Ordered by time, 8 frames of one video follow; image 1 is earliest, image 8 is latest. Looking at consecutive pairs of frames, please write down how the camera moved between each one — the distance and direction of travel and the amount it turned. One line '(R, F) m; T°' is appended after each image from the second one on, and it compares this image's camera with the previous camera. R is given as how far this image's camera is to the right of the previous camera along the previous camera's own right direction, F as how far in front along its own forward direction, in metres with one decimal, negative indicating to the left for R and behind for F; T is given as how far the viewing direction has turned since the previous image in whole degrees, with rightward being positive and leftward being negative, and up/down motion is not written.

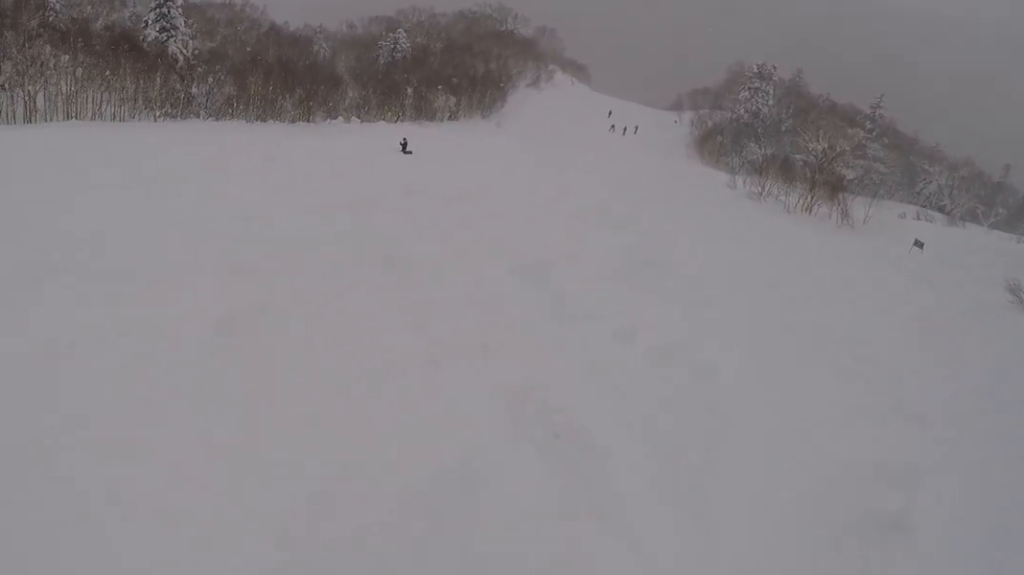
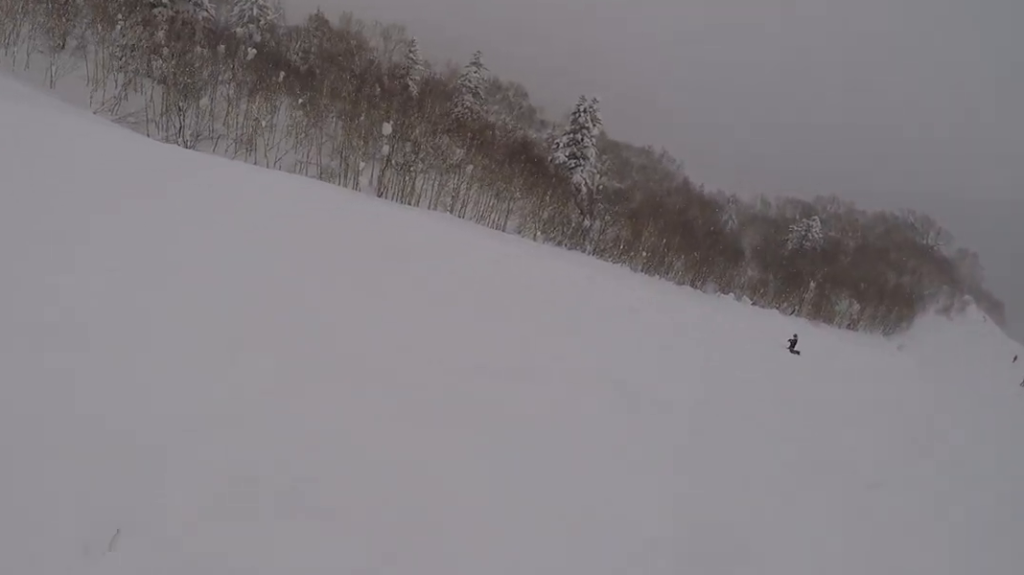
(-1.6, +4.5) m; -18°
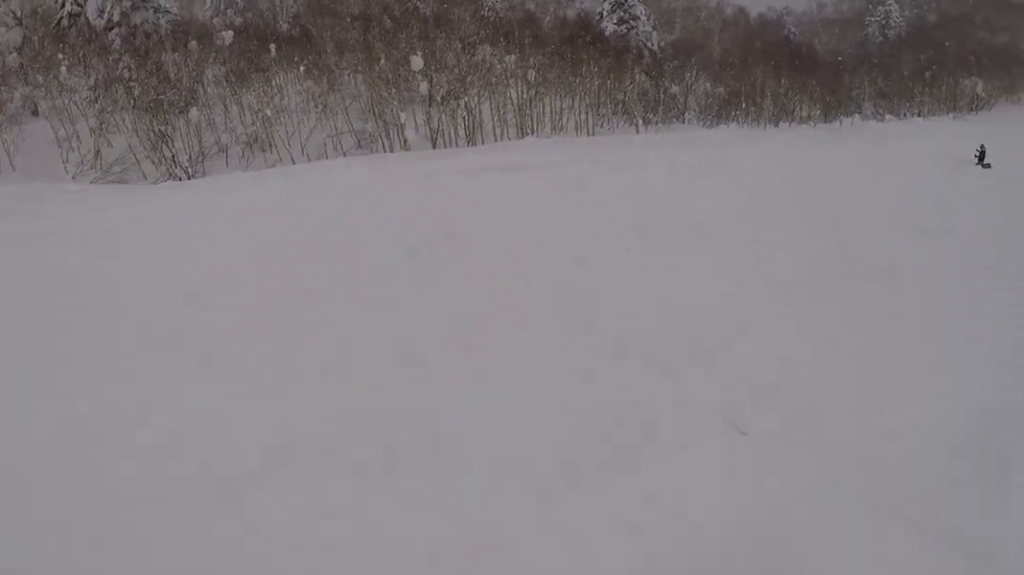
(+0.8, +8.7) m; +19°
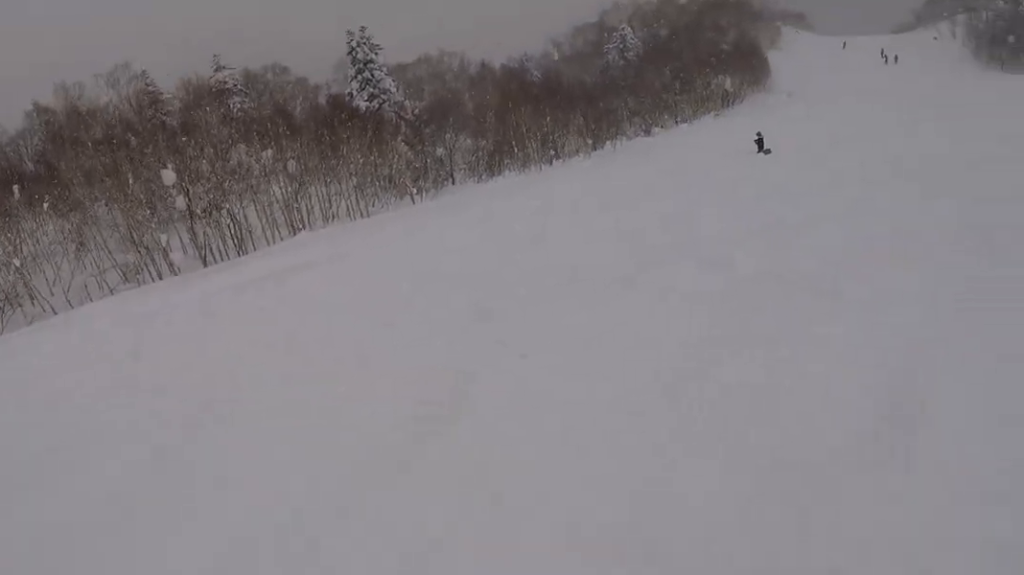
(-0.1, +2.8) m; +14°
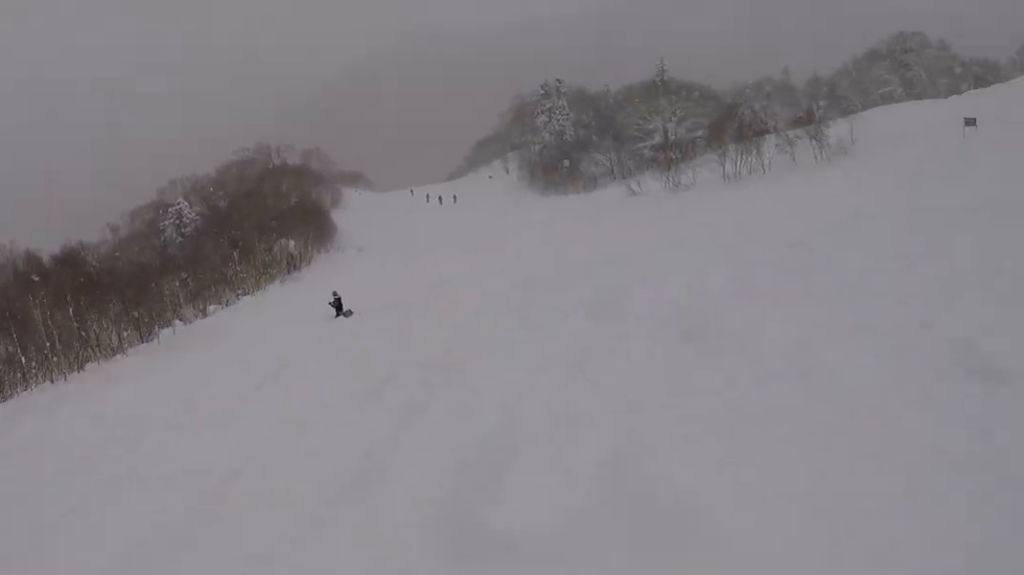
(+2.9, +6.3) m; +50°
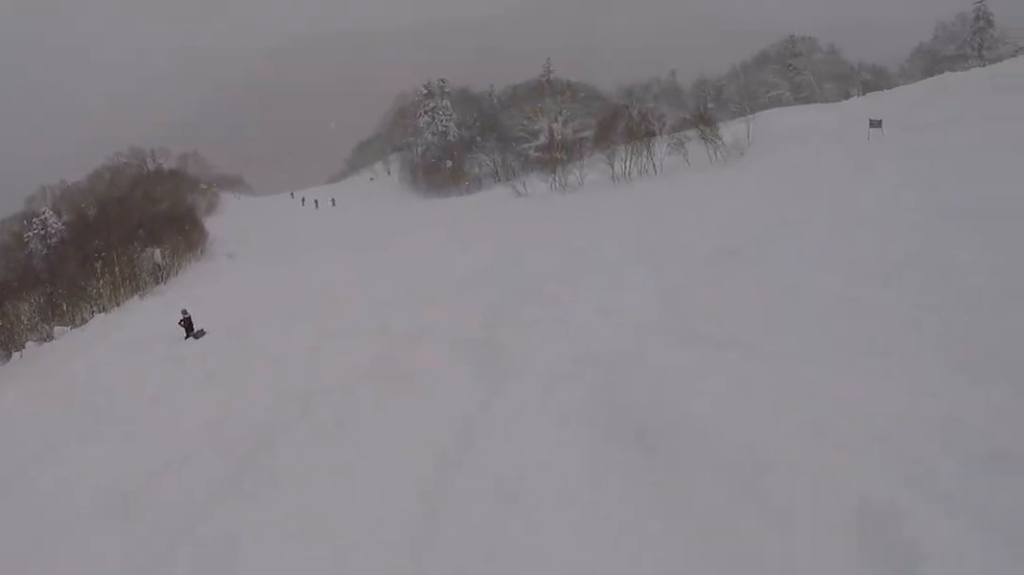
(+0.5, +2.7) m; +6°
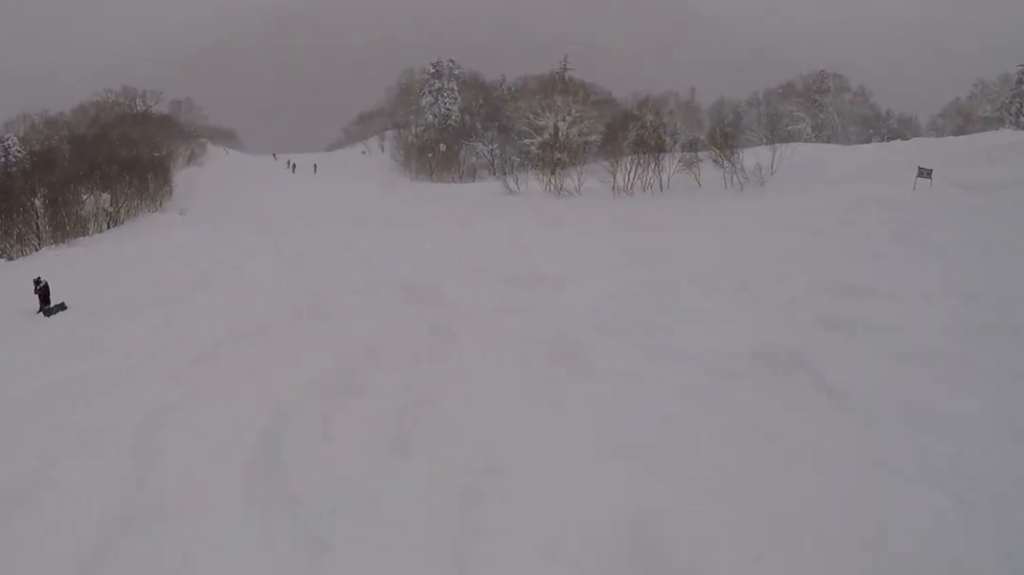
(+0.6, +5.4) m; +2°
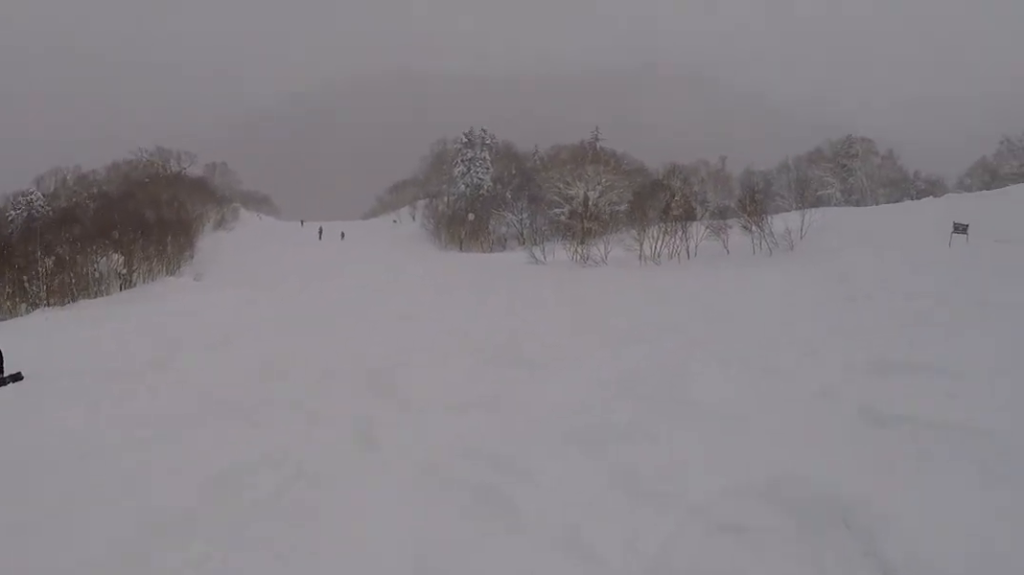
(+0.2, +2.3) m; -4°
